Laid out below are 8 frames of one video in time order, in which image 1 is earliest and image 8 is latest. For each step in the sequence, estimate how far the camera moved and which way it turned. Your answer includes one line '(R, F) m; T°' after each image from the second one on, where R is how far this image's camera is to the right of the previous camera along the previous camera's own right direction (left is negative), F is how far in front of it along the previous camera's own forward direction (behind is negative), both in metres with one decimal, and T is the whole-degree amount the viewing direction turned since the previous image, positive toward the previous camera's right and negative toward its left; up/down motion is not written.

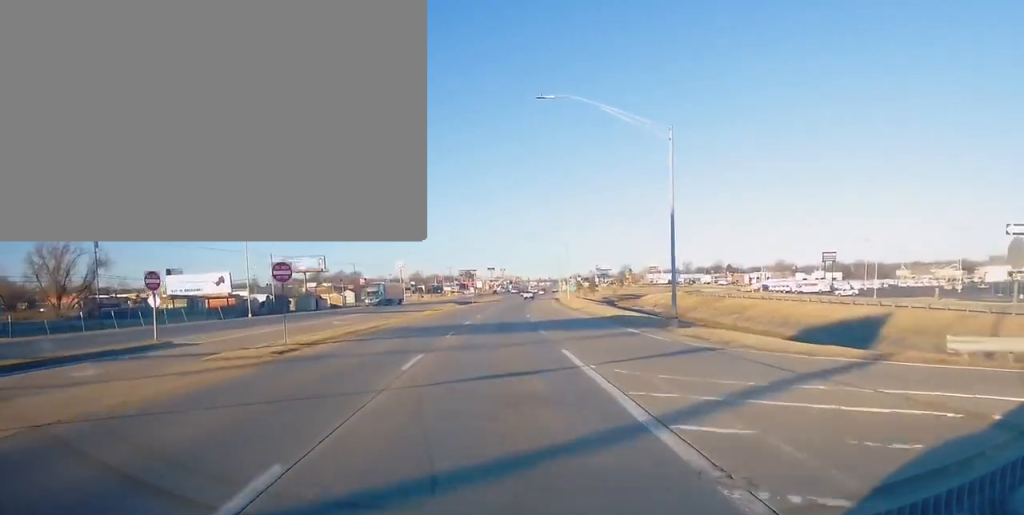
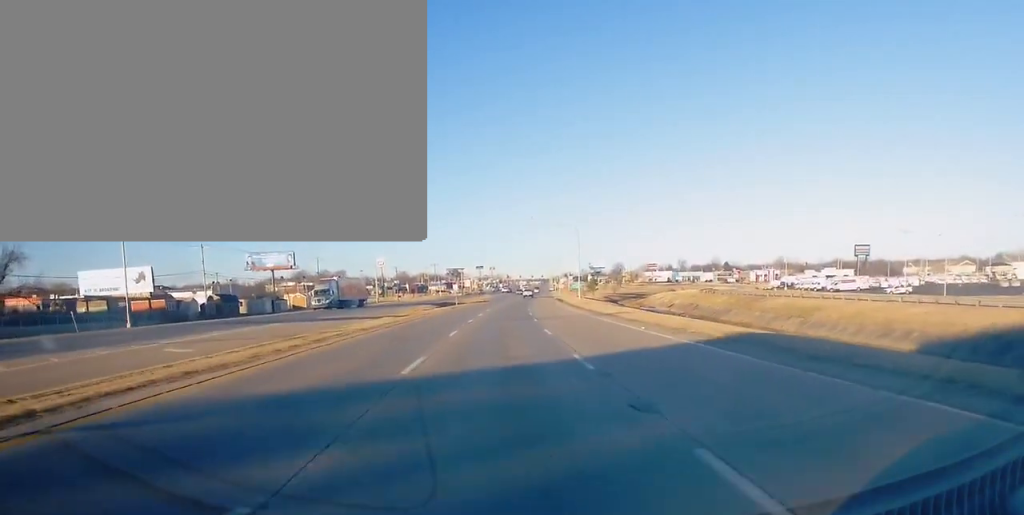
(-0.2, +28.1) m; 0°
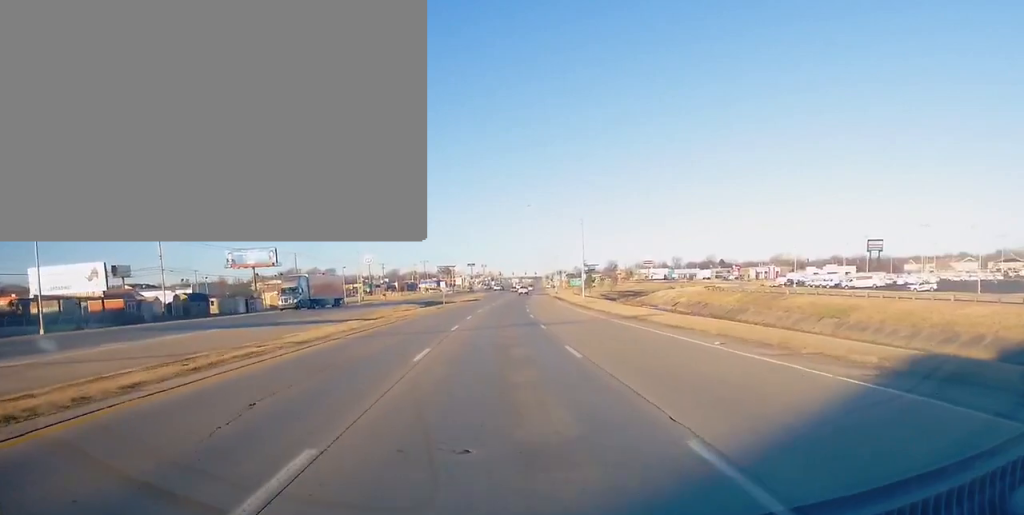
(+0.2, +11.6) m; +1°
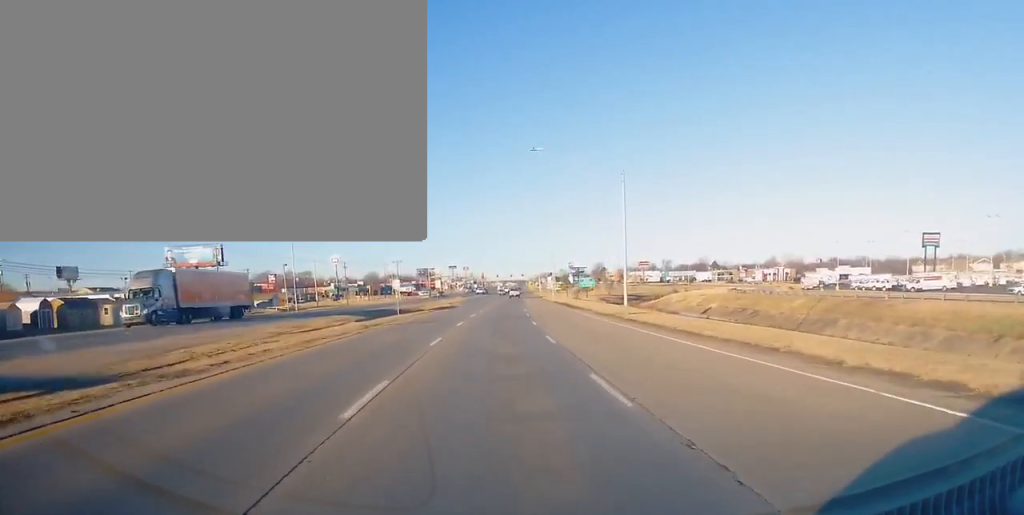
(+0.5, +34.8) m; +1°
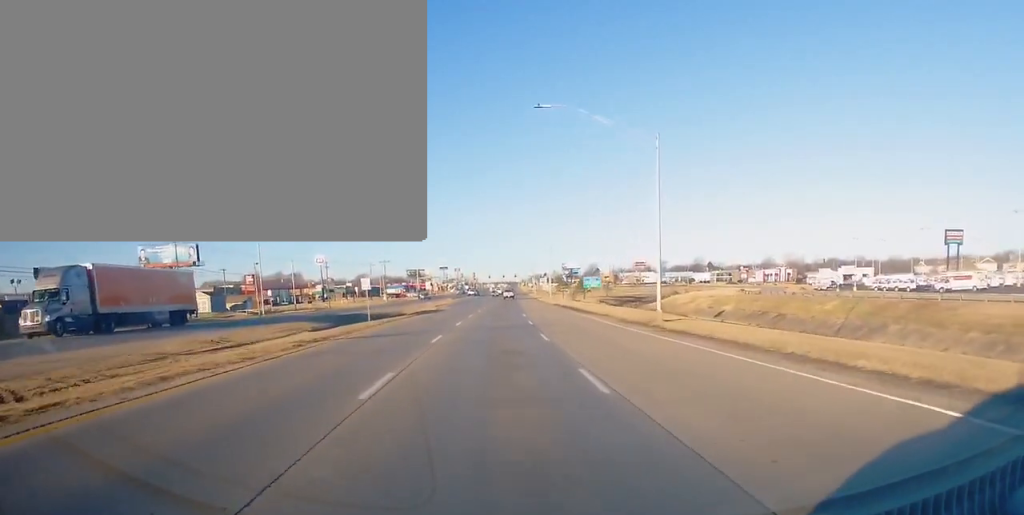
(0.0, +12.1) m; 0°
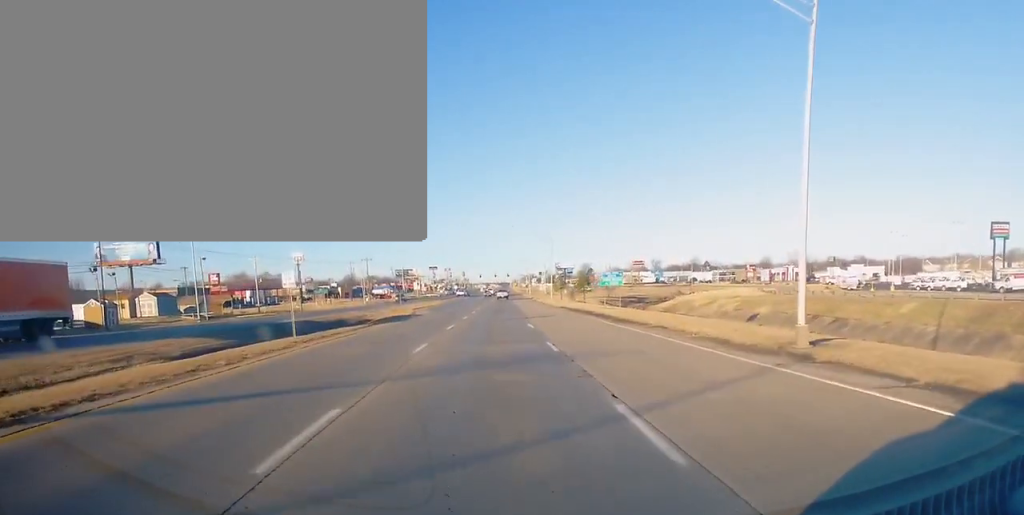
(0.0, +18.7) m; +1°
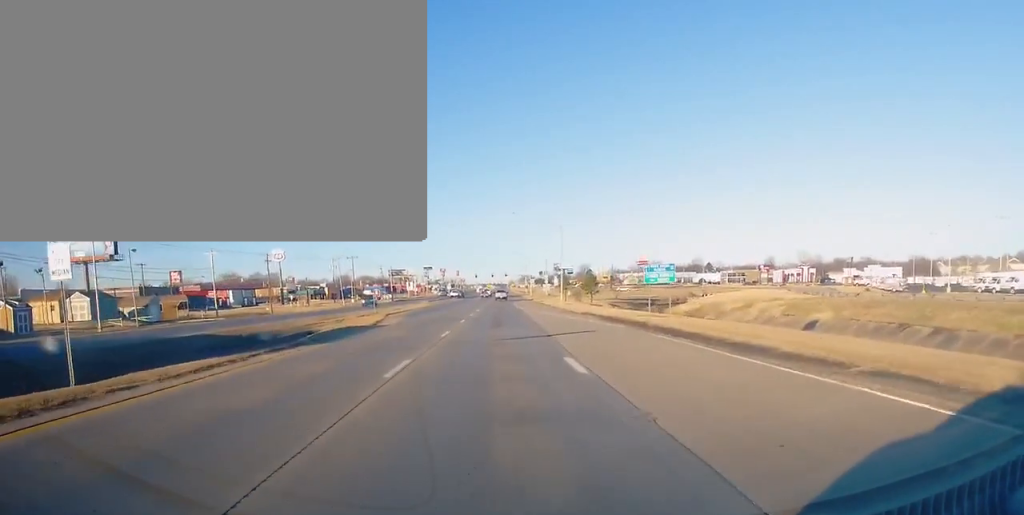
(+0.5, +19.5) m; 0°
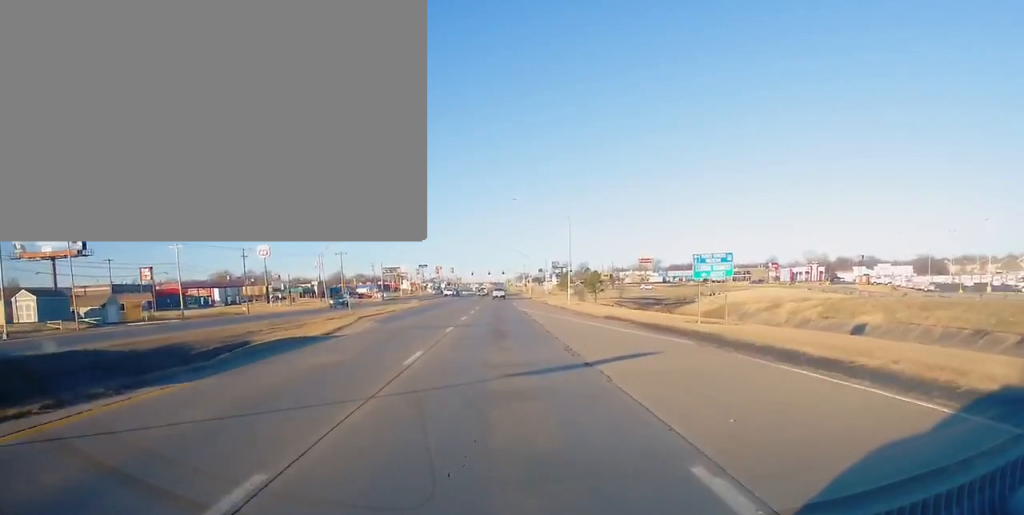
(-0.3, +11.7) m; 0°
